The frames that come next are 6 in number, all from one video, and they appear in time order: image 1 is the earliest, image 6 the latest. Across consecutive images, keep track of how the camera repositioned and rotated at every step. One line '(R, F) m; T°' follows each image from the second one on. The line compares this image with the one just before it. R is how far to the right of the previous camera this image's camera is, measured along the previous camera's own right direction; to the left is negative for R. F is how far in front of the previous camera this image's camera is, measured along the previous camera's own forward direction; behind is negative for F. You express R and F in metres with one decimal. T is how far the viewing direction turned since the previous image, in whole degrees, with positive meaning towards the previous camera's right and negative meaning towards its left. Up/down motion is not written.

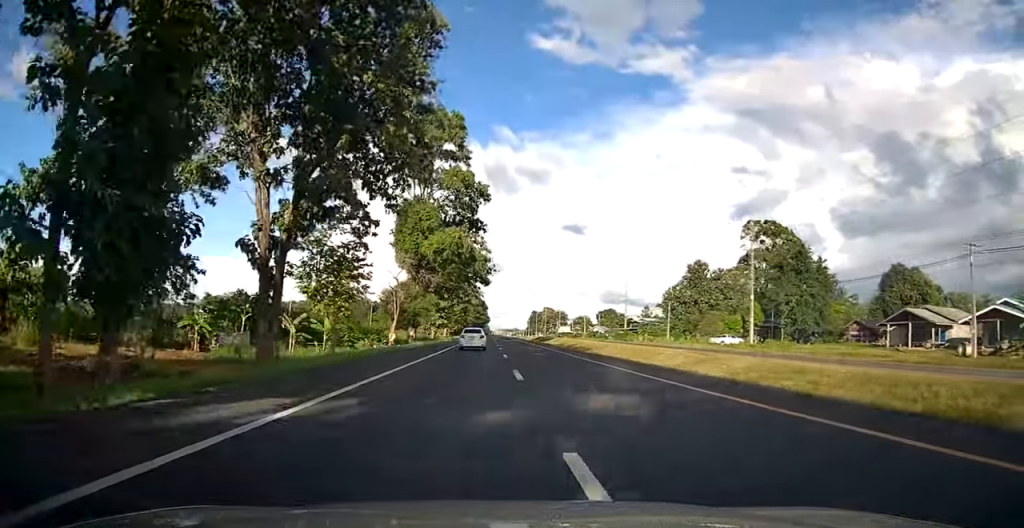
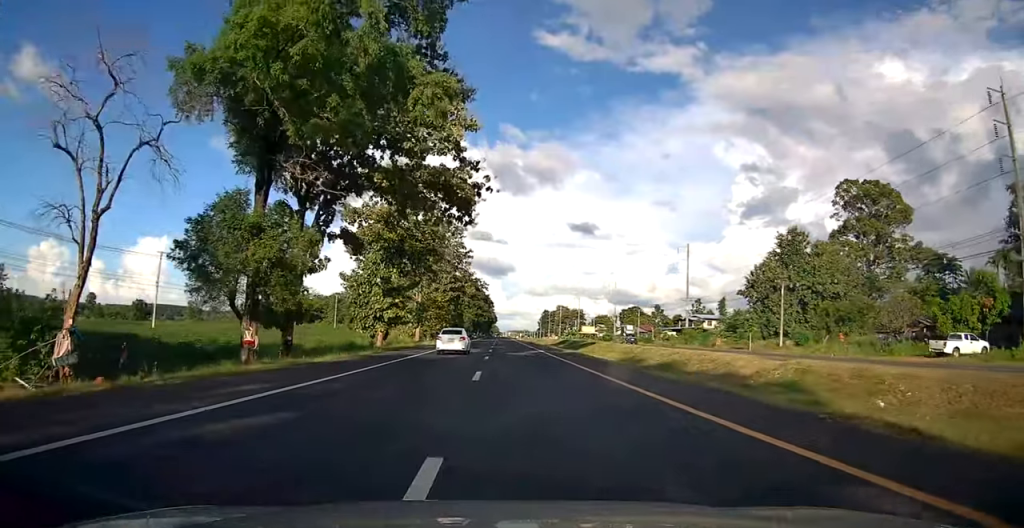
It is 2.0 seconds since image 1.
(+1.6, +48.2) m; +2°
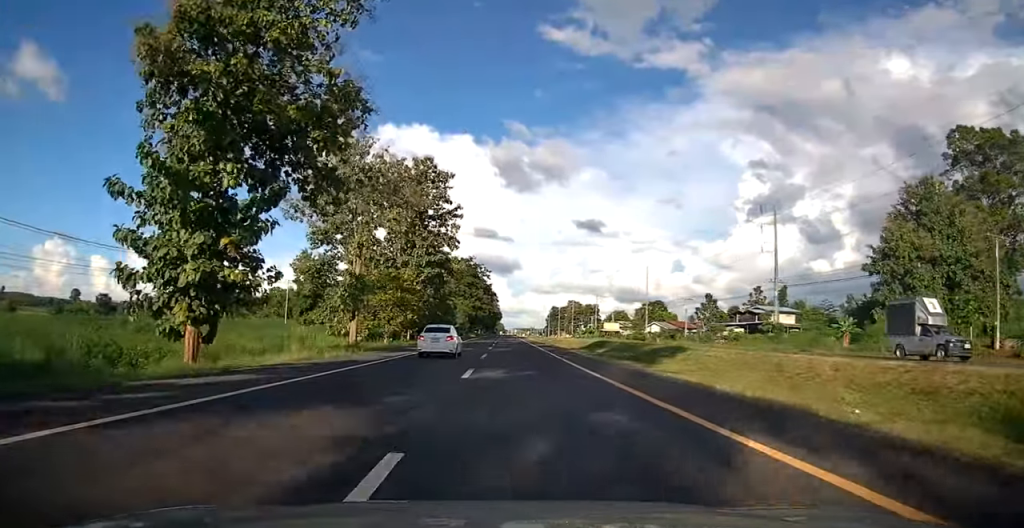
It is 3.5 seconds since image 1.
(-0.7, +35.4) m; -2°
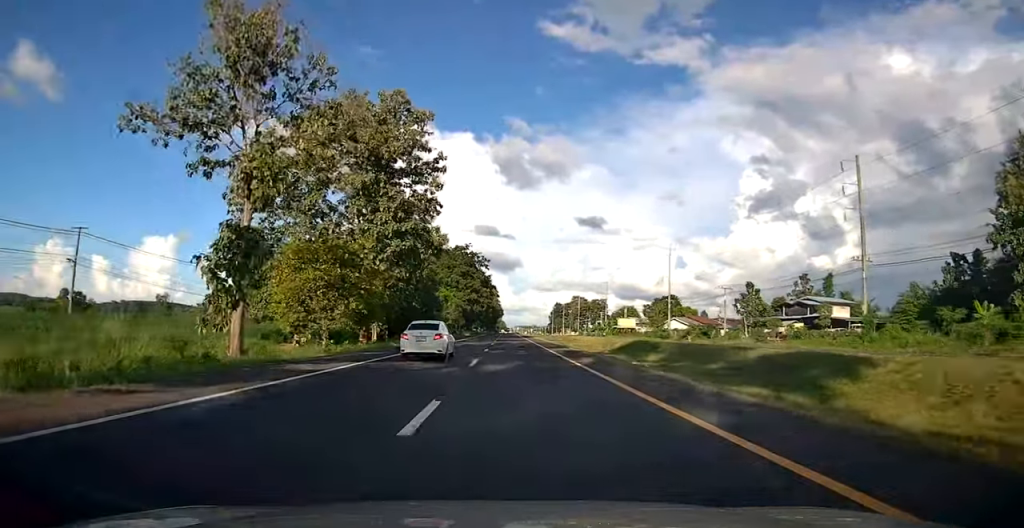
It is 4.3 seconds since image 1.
(-0.2, +20.0) m; 0°
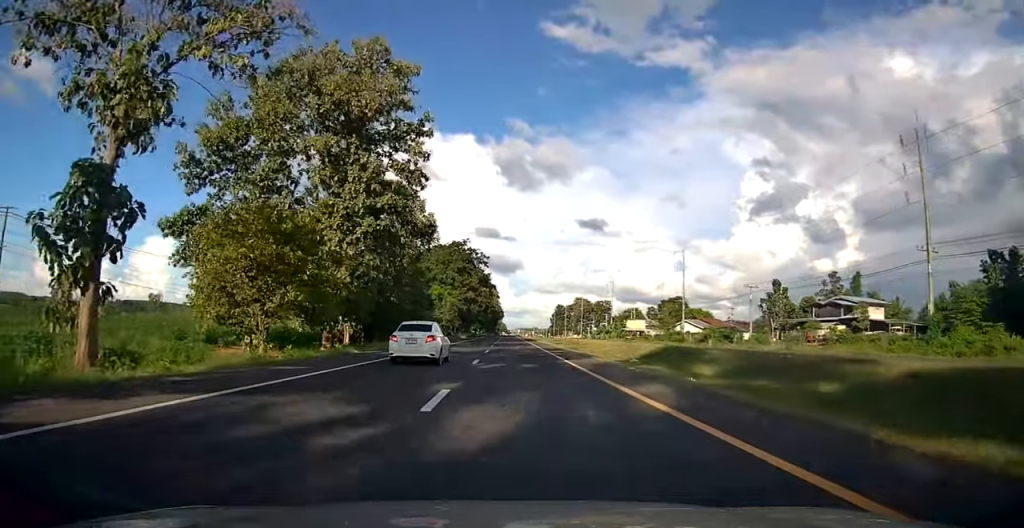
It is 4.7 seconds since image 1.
(0.0, +10.2) m; 0°
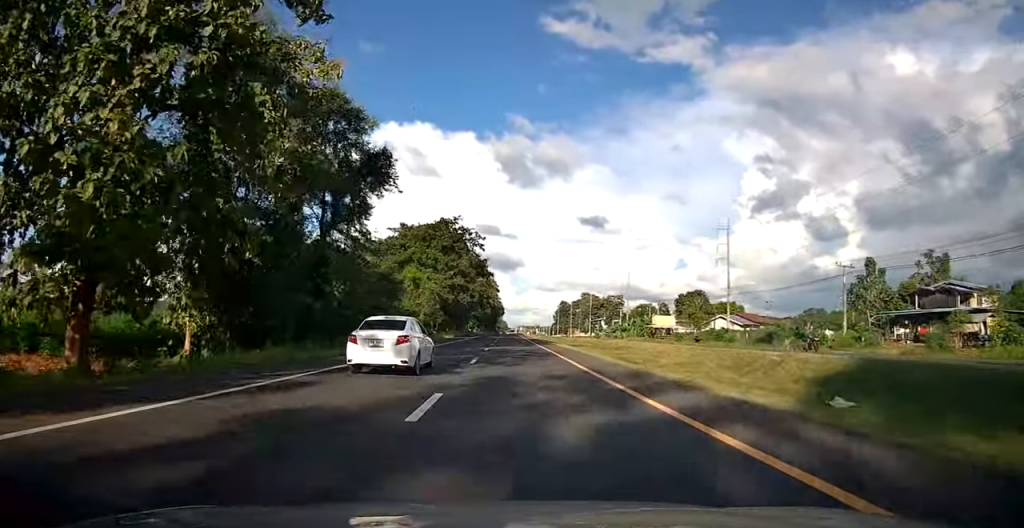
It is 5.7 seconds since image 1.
(+0.1, +25.3) m; 0°
